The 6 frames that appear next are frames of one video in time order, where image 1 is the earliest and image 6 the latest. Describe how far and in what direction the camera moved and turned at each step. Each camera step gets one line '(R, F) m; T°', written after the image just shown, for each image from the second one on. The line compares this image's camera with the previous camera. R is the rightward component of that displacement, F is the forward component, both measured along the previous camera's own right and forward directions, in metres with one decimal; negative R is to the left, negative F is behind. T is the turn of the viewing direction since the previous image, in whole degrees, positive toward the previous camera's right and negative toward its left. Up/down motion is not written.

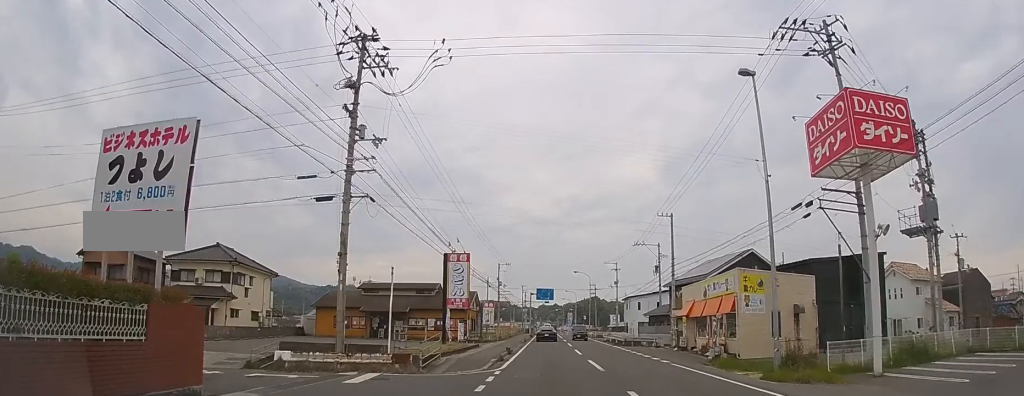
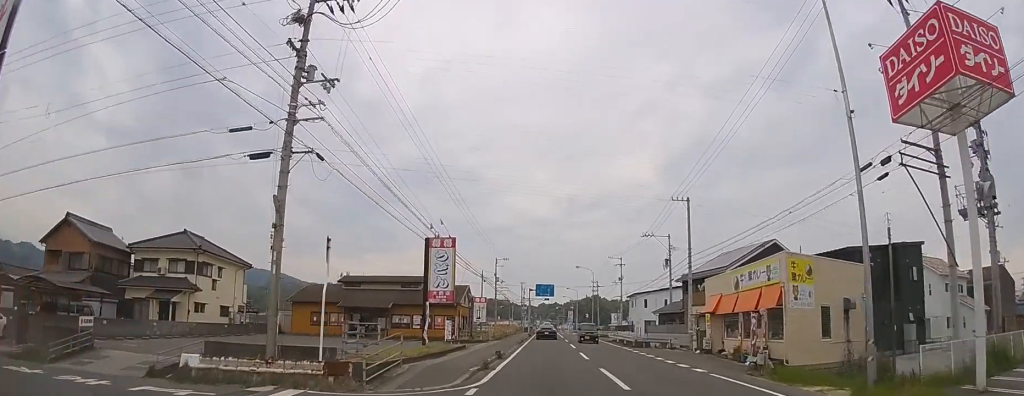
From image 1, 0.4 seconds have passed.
(0.0, +5.4) m; 0°
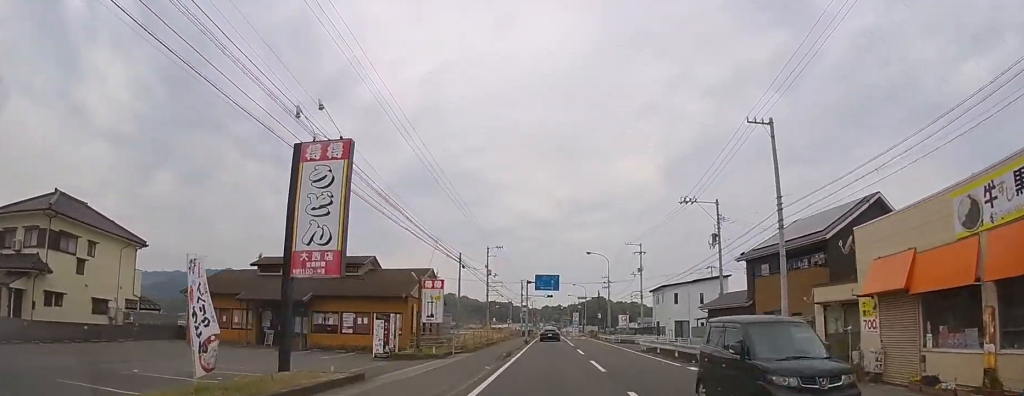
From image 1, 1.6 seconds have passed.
(0.0, +15.0) m; 0°
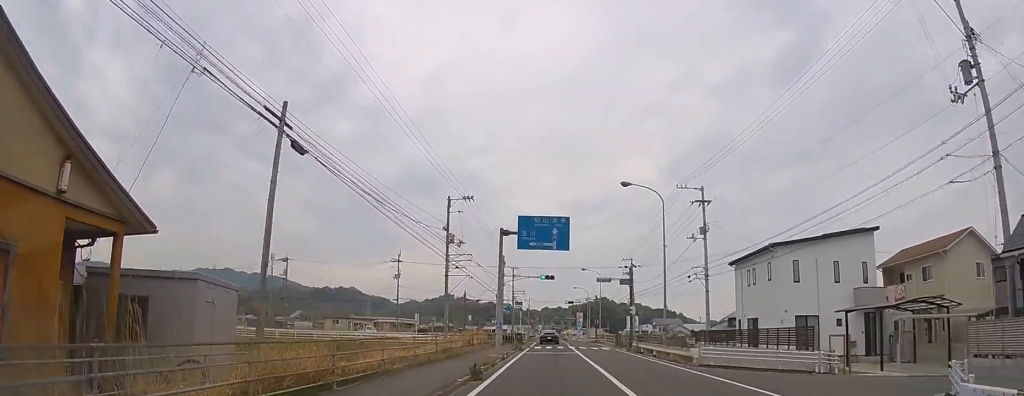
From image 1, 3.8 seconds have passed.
(-0.1, +27.4) m; 0°
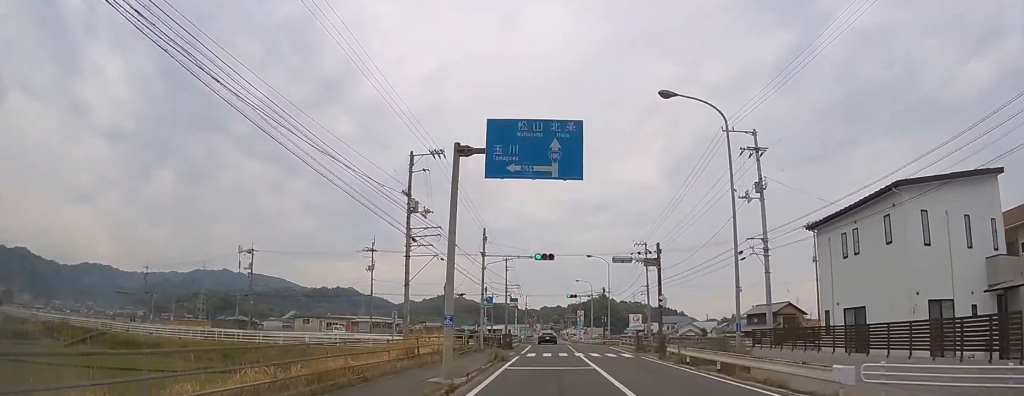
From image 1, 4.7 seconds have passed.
(0.0, +10.8) m; 0°
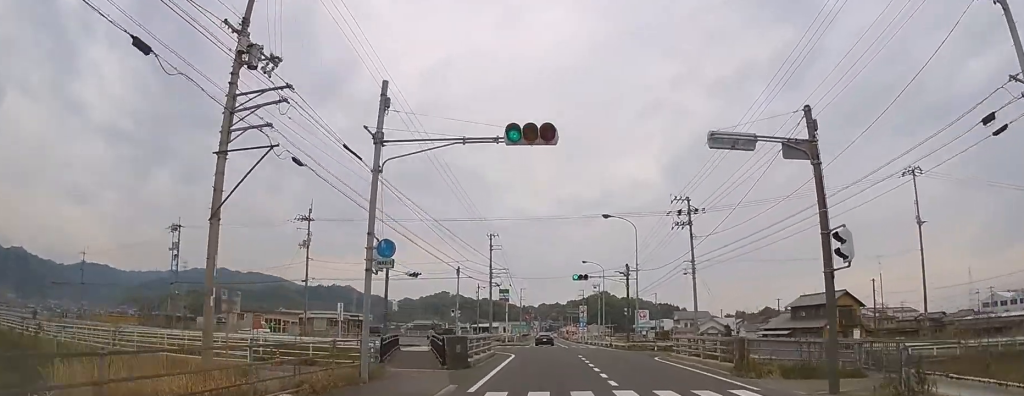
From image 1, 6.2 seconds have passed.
(0.0, +18.8) m; 0°
